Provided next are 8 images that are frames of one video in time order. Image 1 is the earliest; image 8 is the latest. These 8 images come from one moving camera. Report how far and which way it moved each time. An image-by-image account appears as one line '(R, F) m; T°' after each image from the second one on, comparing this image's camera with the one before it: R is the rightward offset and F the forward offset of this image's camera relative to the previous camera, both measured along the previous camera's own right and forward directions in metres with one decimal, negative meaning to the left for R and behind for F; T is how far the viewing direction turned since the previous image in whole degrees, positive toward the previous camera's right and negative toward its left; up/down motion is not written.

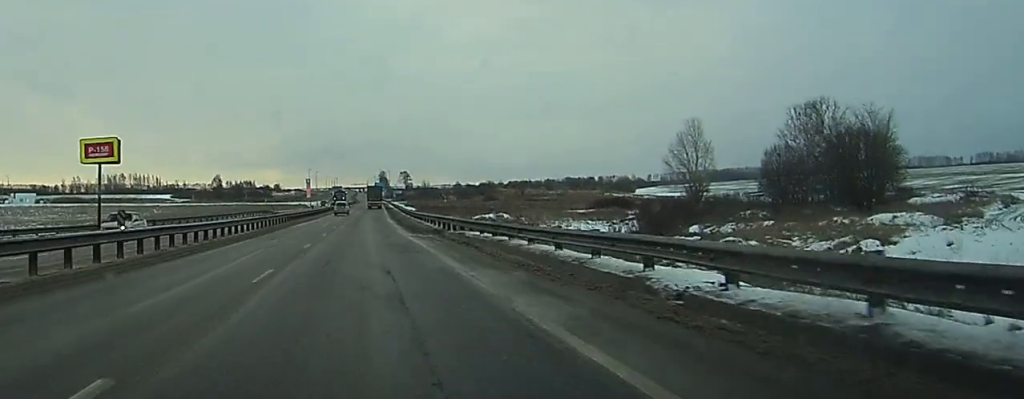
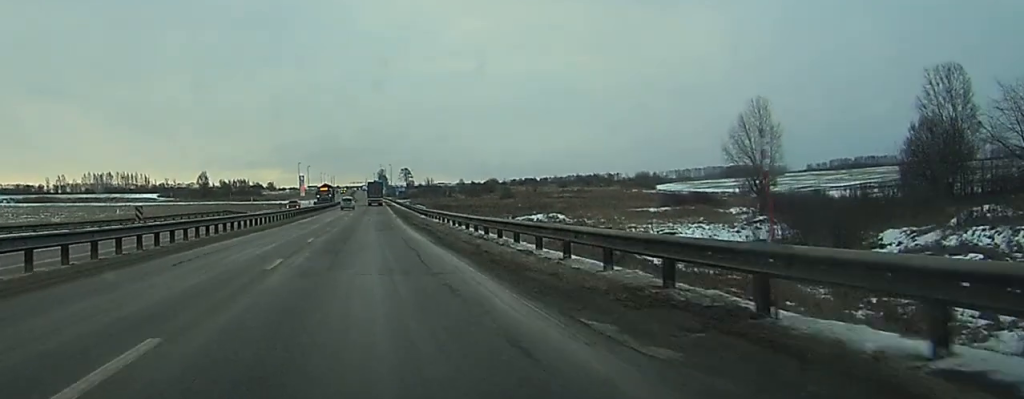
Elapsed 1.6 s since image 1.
(+0.1, +34.0) m; +1°
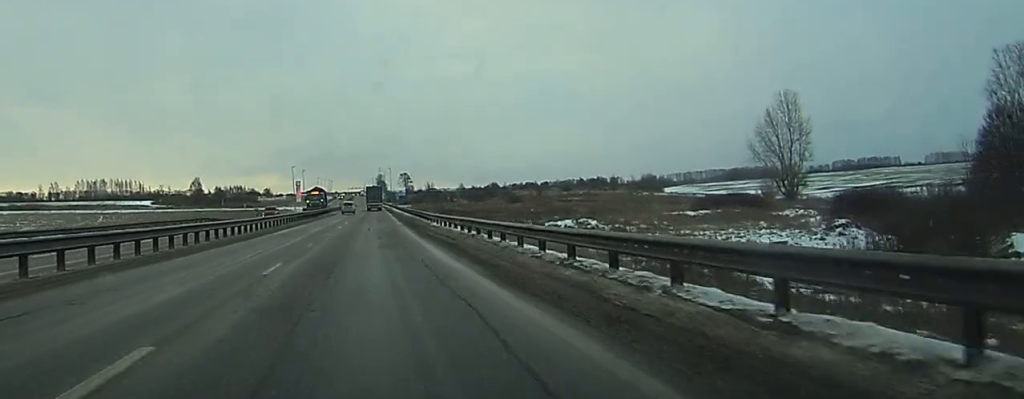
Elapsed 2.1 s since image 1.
(+0.1, +12.3) m; 0°
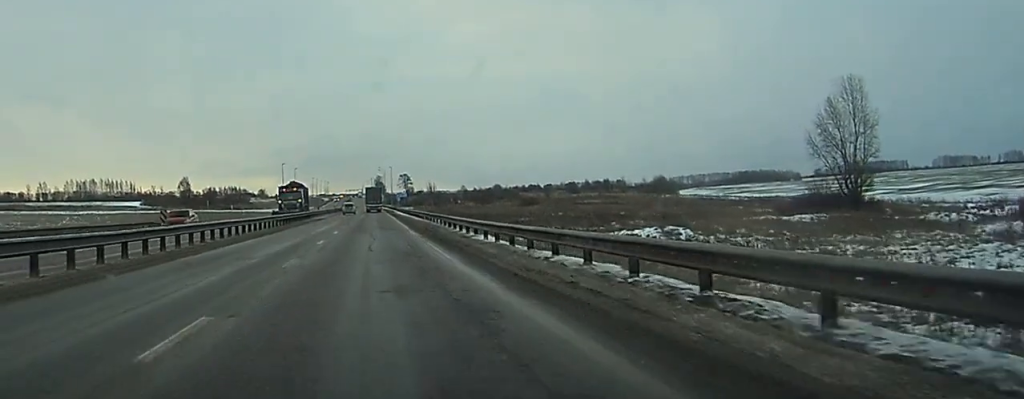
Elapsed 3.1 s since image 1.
(0.0, +21.8) m; 0°
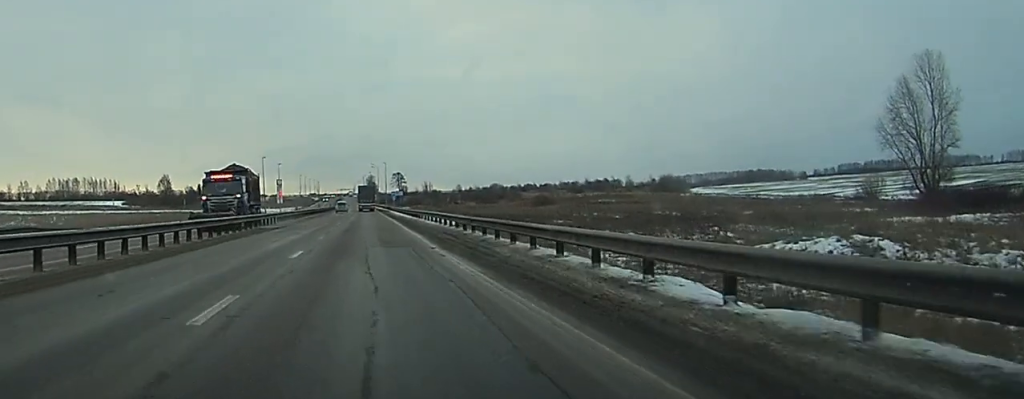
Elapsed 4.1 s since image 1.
(0.0, +21.8) m; 0°
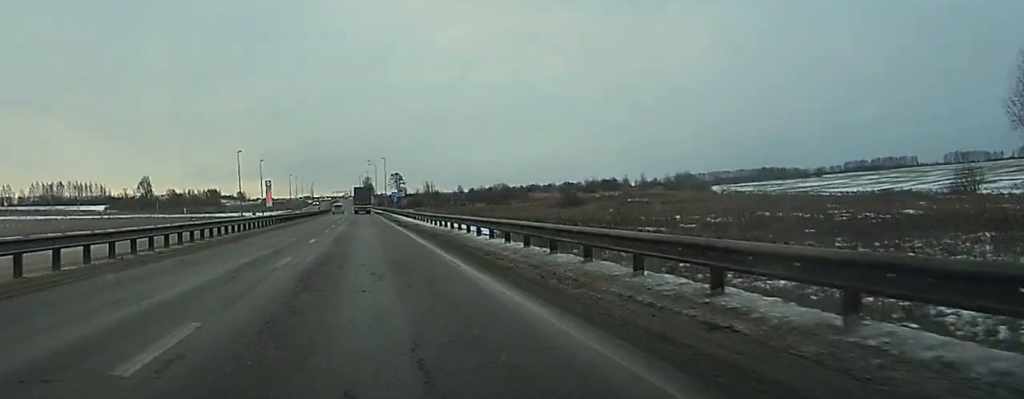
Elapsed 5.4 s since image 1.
(-0.1, +26.9) m; 0°
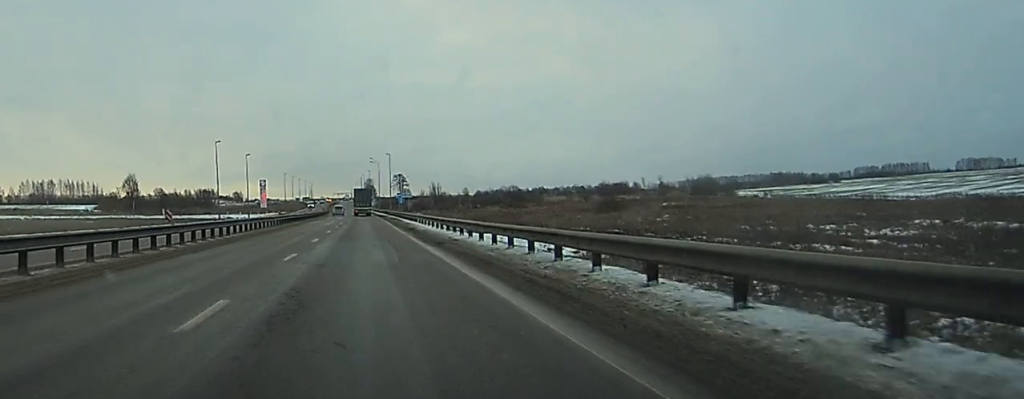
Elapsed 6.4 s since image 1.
(+0.2, +21.8) m; +1°
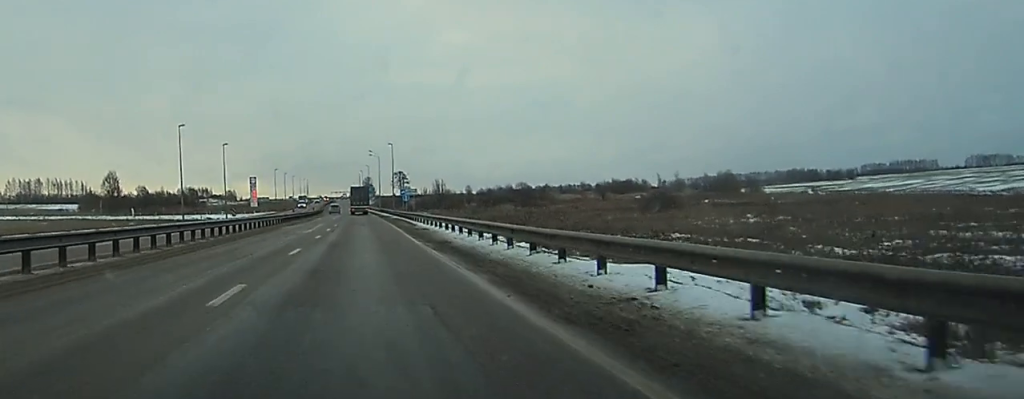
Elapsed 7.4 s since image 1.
(+0.1, +21.8) m; 0°
